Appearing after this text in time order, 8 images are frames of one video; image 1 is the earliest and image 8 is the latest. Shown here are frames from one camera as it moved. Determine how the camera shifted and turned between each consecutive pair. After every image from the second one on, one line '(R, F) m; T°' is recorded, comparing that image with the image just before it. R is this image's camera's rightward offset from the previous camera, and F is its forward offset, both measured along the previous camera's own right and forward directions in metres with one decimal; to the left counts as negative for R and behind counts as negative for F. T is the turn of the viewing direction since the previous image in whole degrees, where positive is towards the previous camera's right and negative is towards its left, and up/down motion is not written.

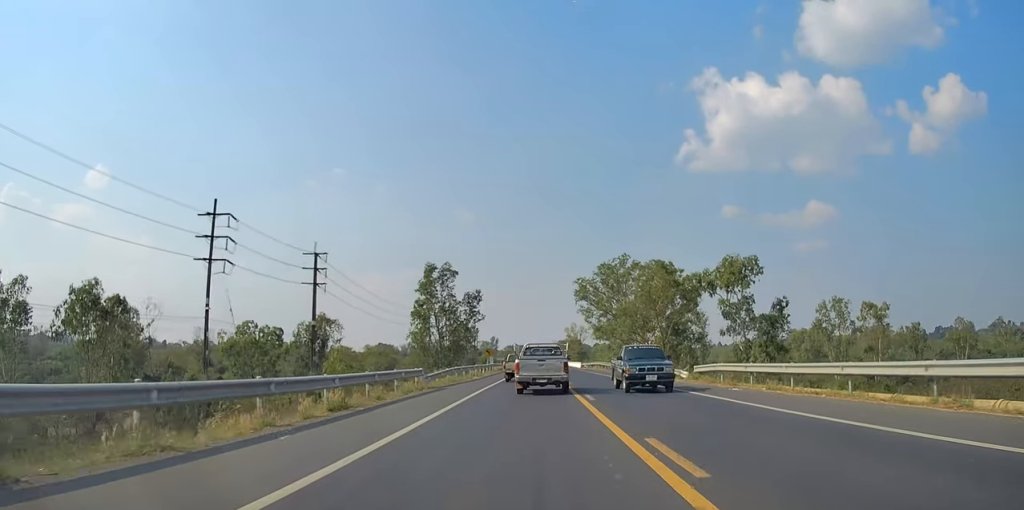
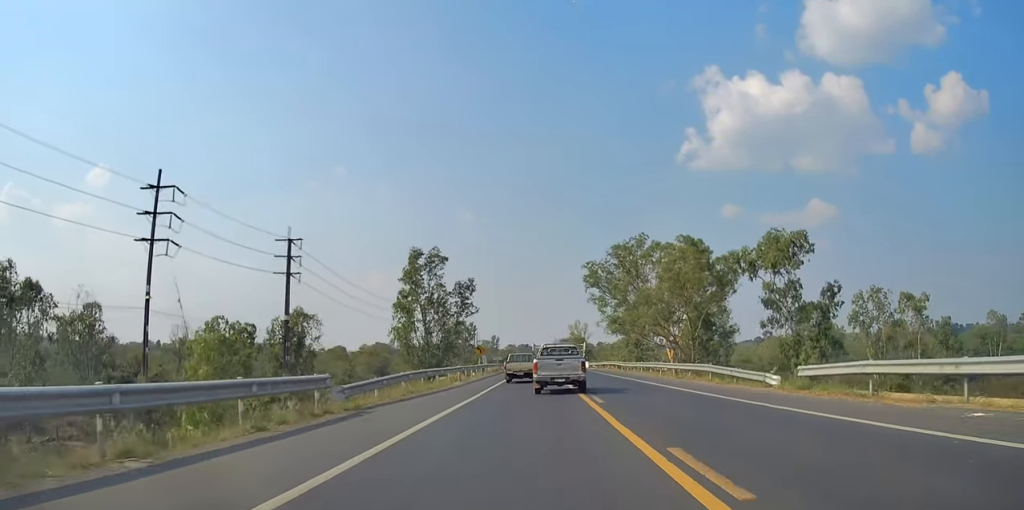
(0.0, +12.8) m; +1°
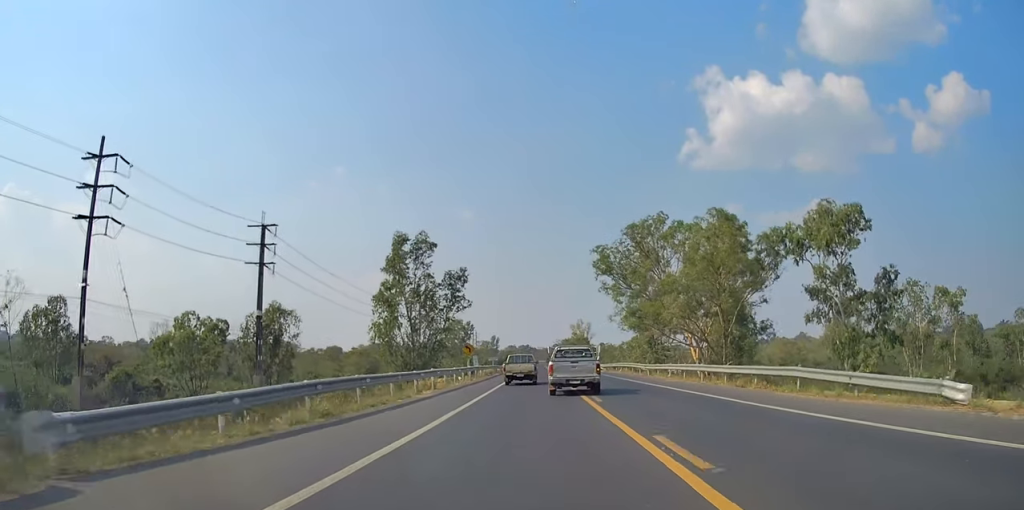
(0.0, +10.6) m; +1°
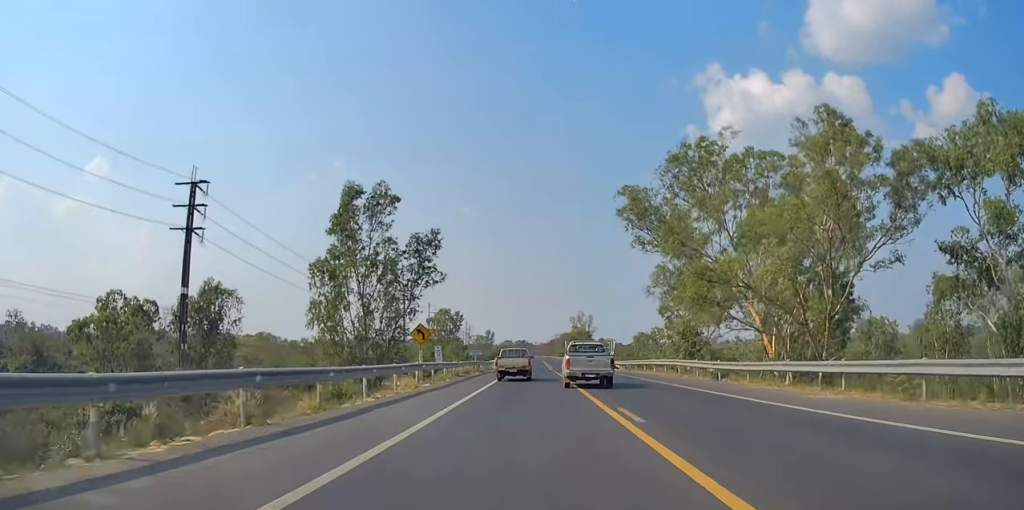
(+0.5, +19.5) m; 0°
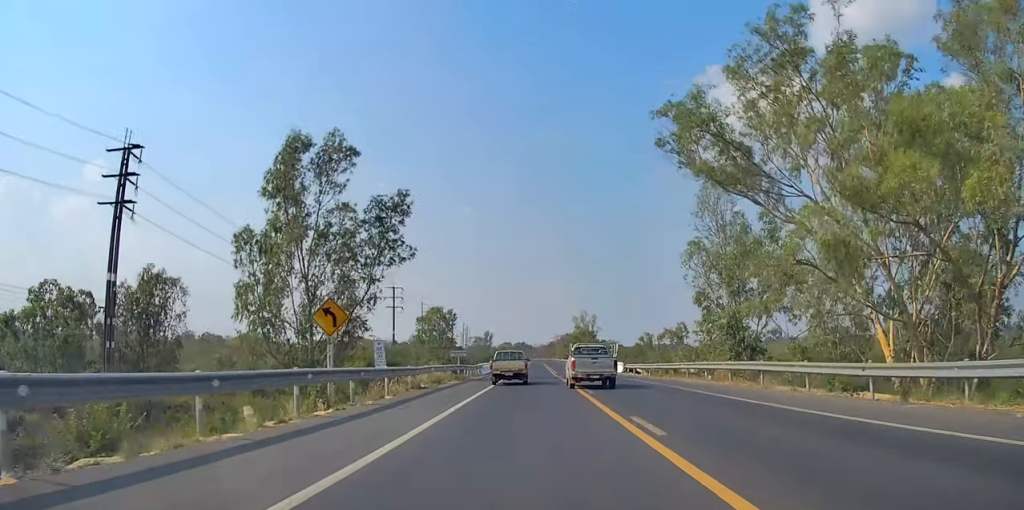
(-0.5, +12.6) m; 0°
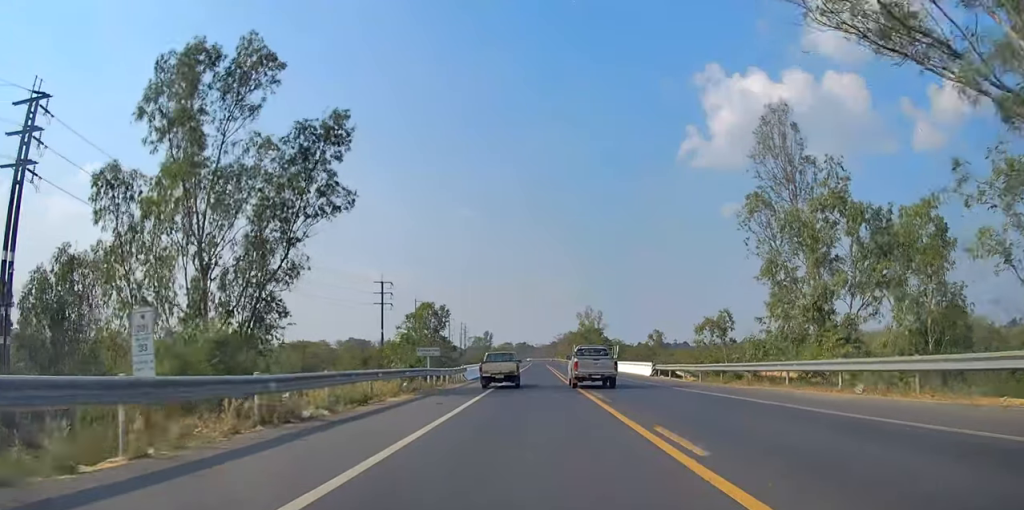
(+0.3, +14.8) m; 0°
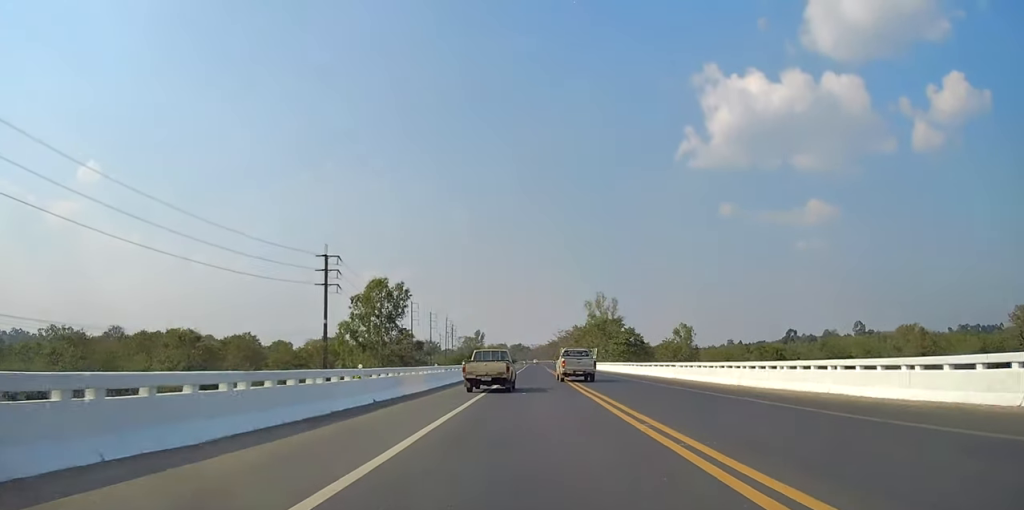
(0.0, +41.5) m; +1°
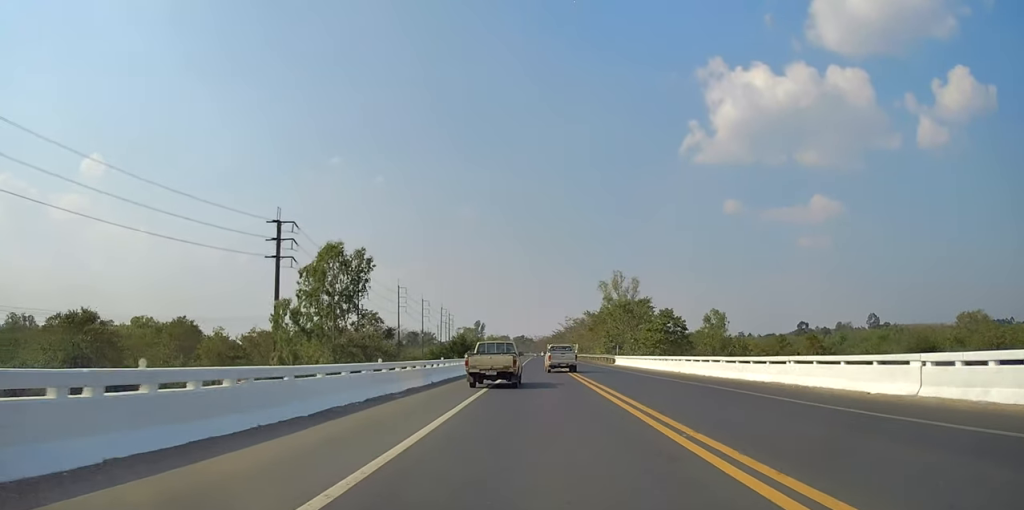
(0.0, +23.8) m; -2°
